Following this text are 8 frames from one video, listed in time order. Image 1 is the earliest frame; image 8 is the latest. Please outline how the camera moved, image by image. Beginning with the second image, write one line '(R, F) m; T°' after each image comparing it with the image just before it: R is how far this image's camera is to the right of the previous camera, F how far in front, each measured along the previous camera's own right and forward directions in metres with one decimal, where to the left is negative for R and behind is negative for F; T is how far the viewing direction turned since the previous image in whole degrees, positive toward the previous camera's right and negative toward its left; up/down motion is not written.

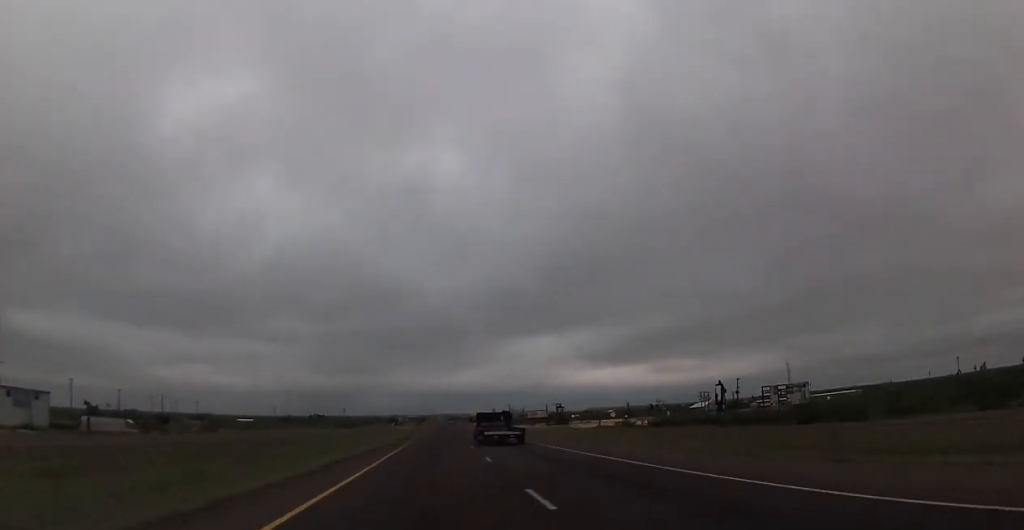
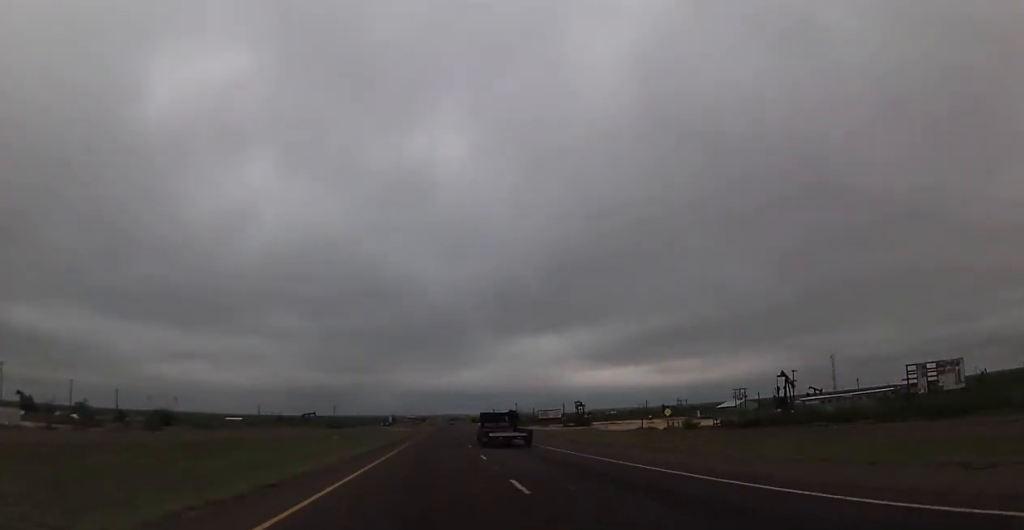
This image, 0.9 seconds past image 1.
(+0.3, +34.5) m; 0°
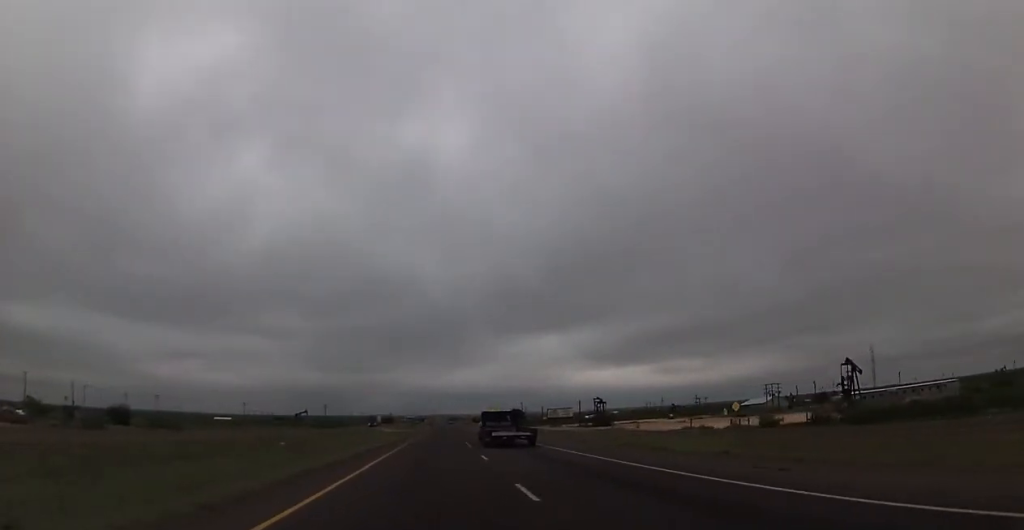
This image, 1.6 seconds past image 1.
(-0.2, +25.8) m; 0°
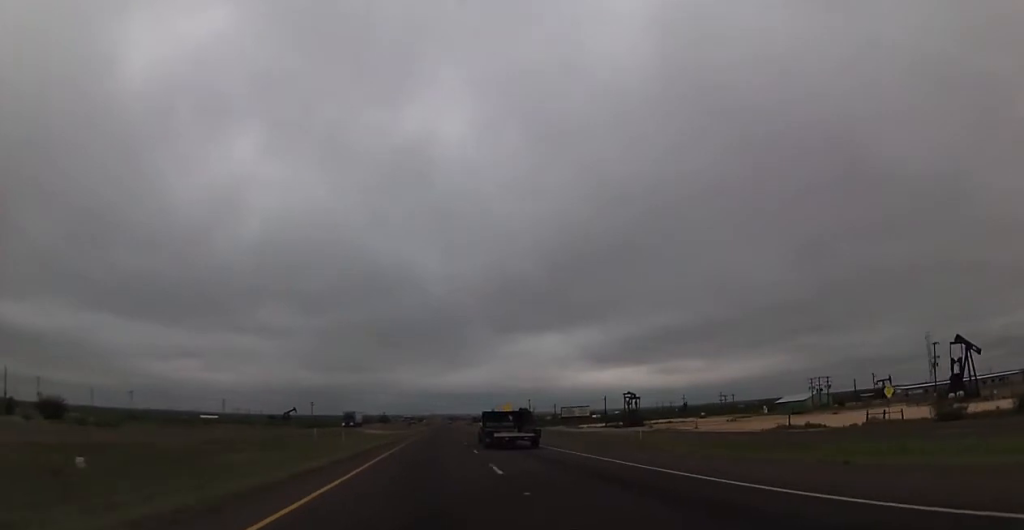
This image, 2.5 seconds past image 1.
(-0.1, +30.8) m; 0°
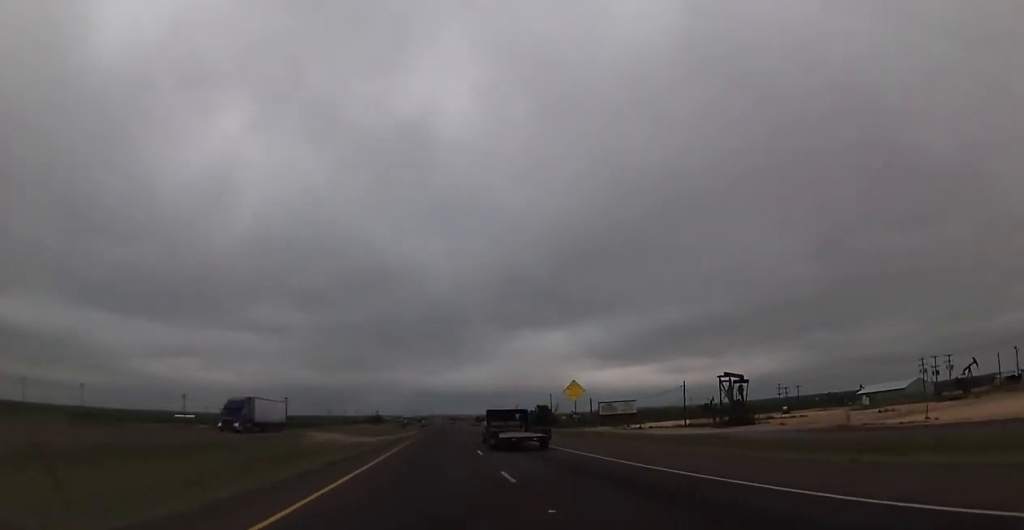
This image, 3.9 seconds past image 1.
(+0.5, +51.6) m; 0°
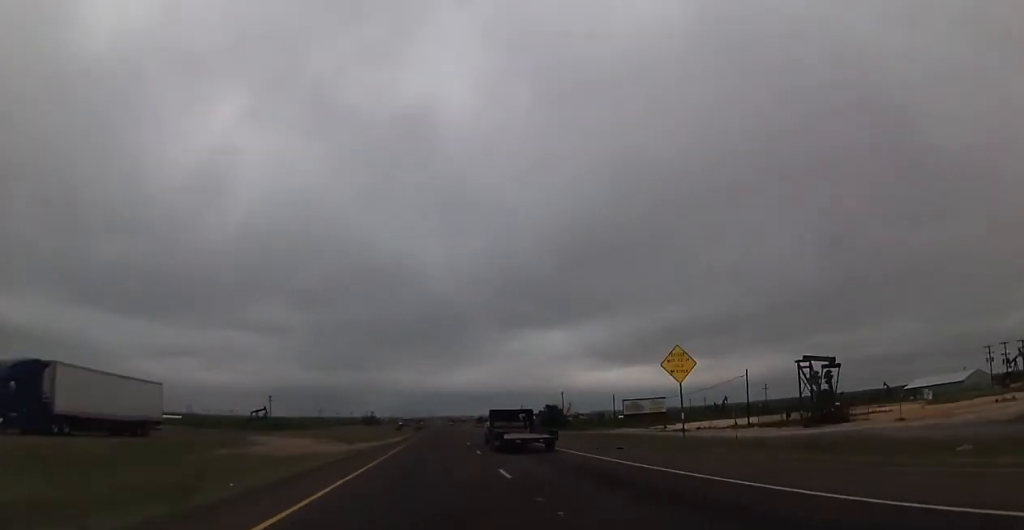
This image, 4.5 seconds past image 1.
(-0.1, +23.3) m; 0°
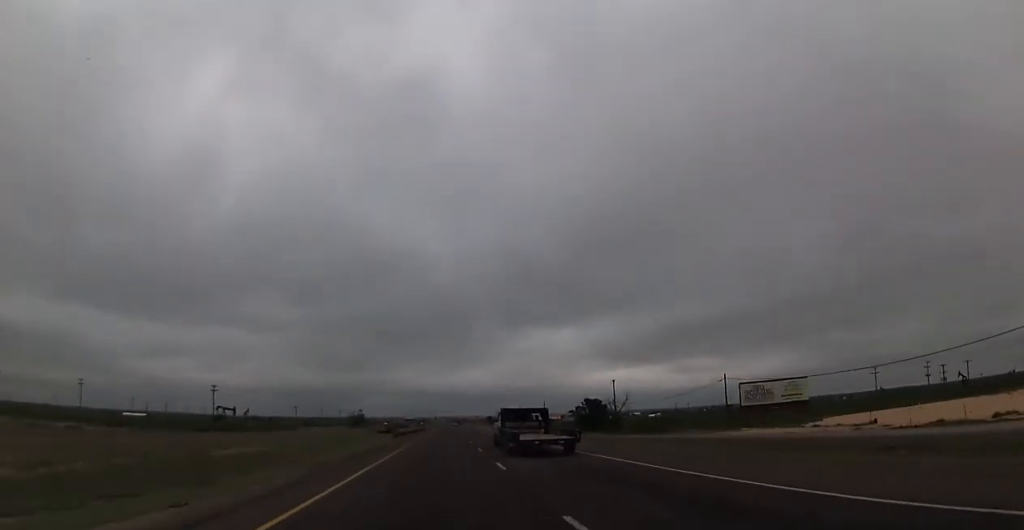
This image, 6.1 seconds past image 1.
(+0.1, +58.9) m; +1°
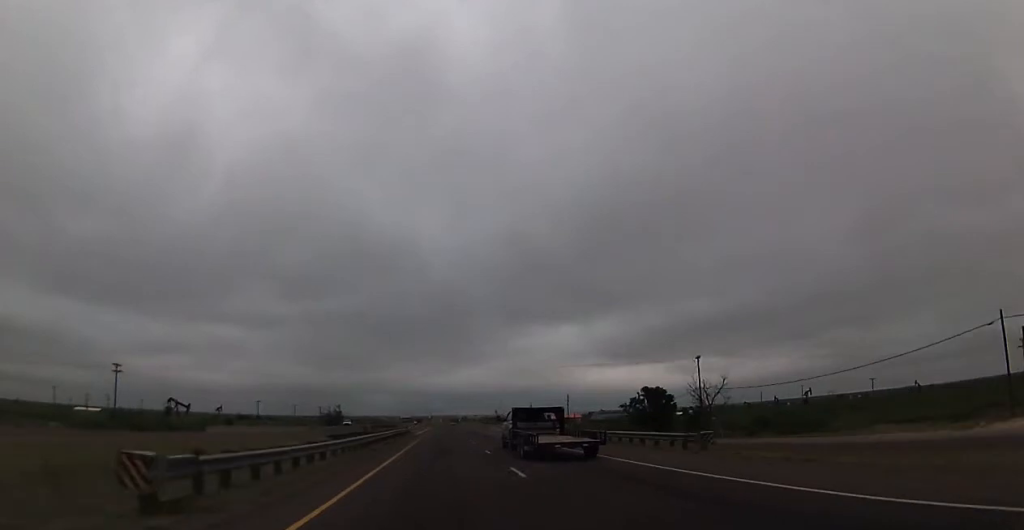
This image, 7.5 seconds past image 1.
(-0.3, +51.4) m; -1°
